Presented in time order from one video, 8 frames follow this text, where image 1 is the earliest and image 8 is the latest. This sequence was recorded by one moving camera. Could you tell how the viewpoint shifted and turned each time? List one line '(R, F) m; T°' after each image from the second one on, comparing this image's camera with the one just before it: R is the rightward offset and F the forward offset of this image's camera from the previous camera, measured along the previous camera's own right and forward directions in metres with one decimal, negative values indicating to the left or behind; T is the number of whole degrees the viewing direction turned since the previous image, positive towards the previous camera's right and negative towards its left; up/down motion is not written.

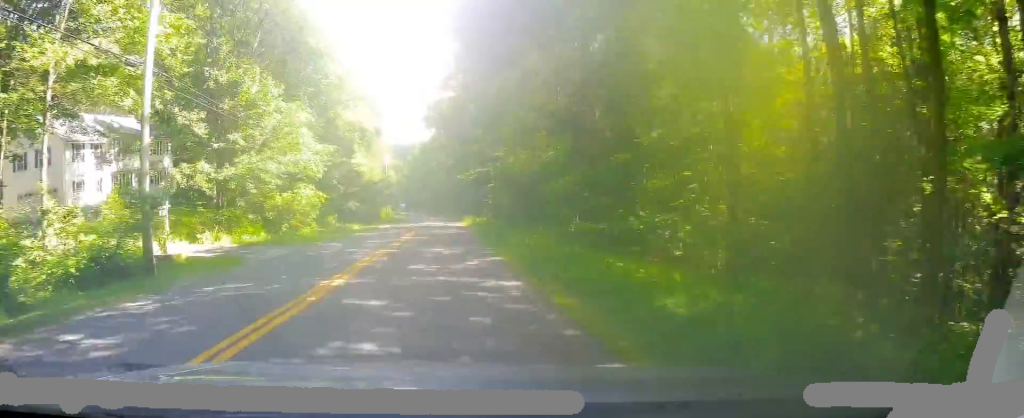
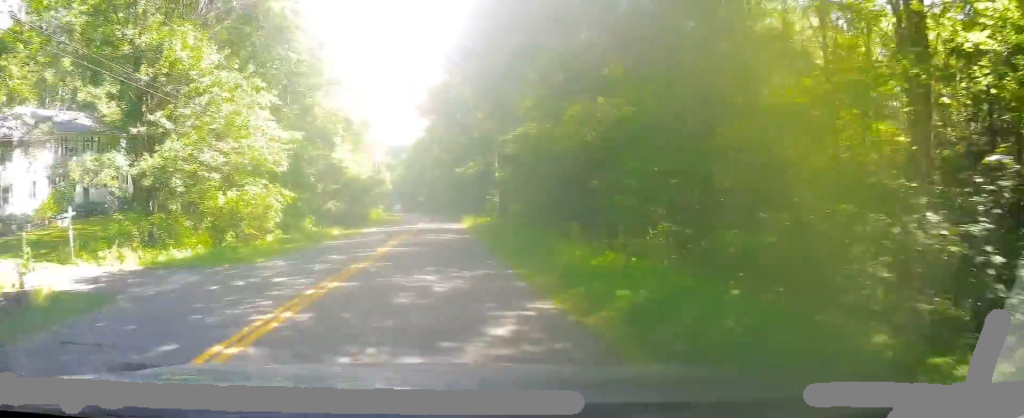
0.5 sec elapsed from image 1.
(0.0, +8.2) m; 0°
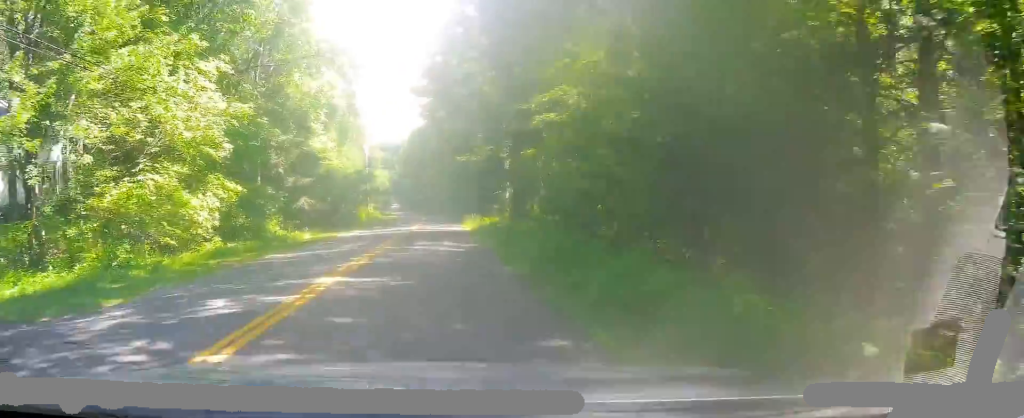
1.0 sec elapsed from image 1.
(0.0, +8.9) m; 0°
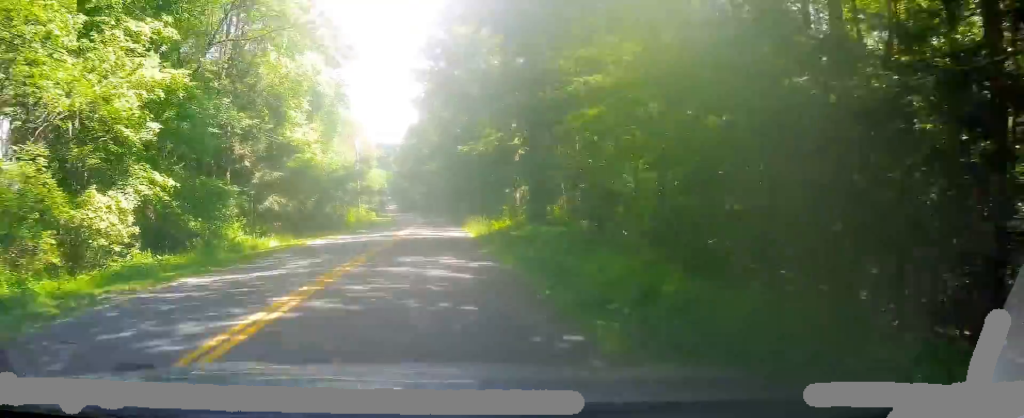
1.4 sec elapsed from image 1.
(0.0, +6.7) m; 0°
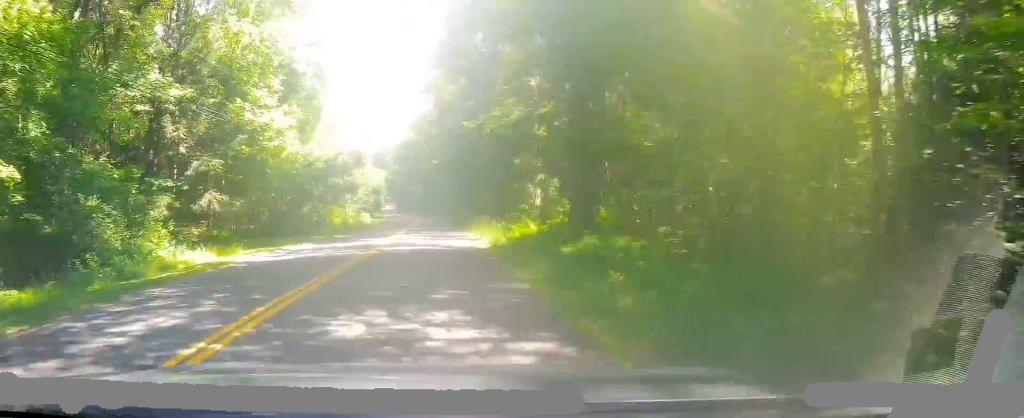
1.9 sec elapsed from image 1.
(0.0, +8.5) m; +1°
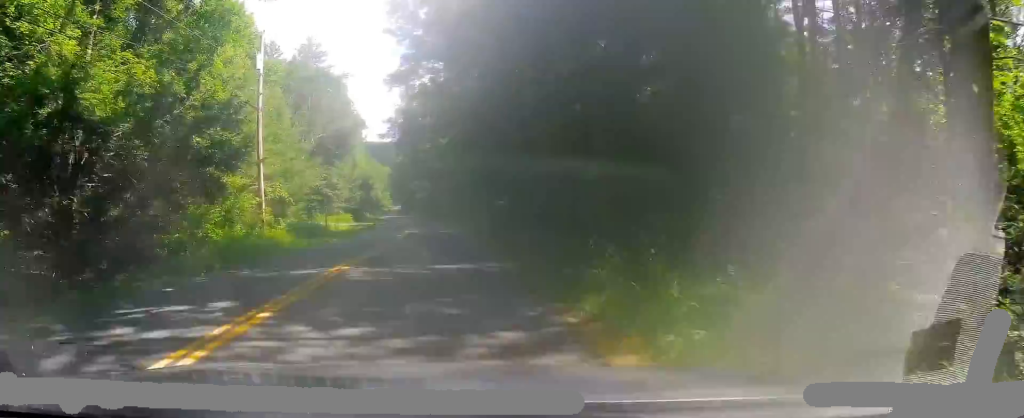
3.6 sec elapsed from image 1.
(+0.9, +29.0) m; +1°
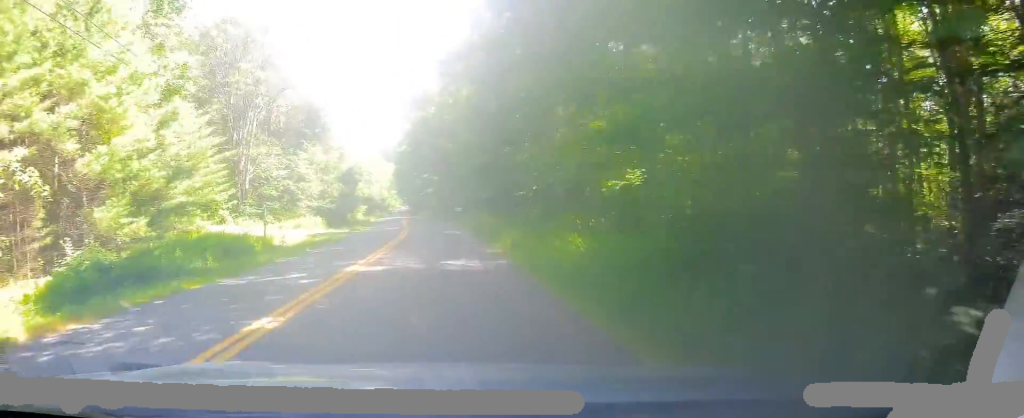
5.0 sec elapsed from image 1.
(-0.8, +23.8) m; -3°
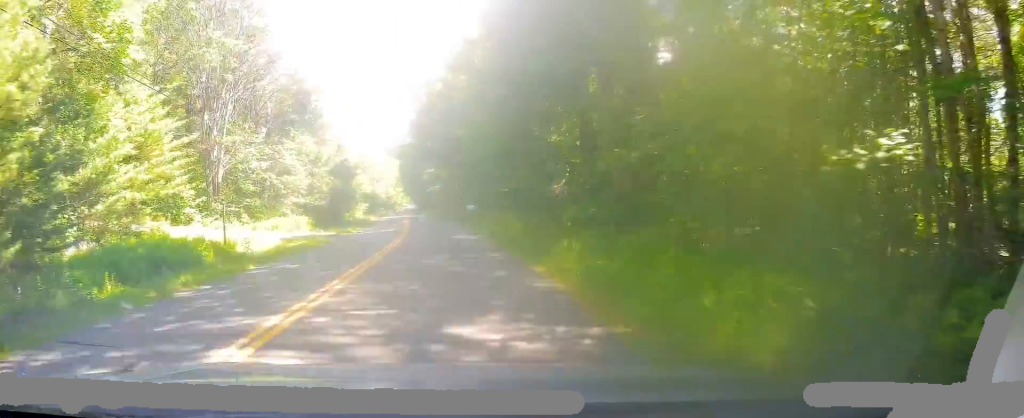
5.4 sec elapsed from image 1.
(+0.2, +8.1) m; -1°
